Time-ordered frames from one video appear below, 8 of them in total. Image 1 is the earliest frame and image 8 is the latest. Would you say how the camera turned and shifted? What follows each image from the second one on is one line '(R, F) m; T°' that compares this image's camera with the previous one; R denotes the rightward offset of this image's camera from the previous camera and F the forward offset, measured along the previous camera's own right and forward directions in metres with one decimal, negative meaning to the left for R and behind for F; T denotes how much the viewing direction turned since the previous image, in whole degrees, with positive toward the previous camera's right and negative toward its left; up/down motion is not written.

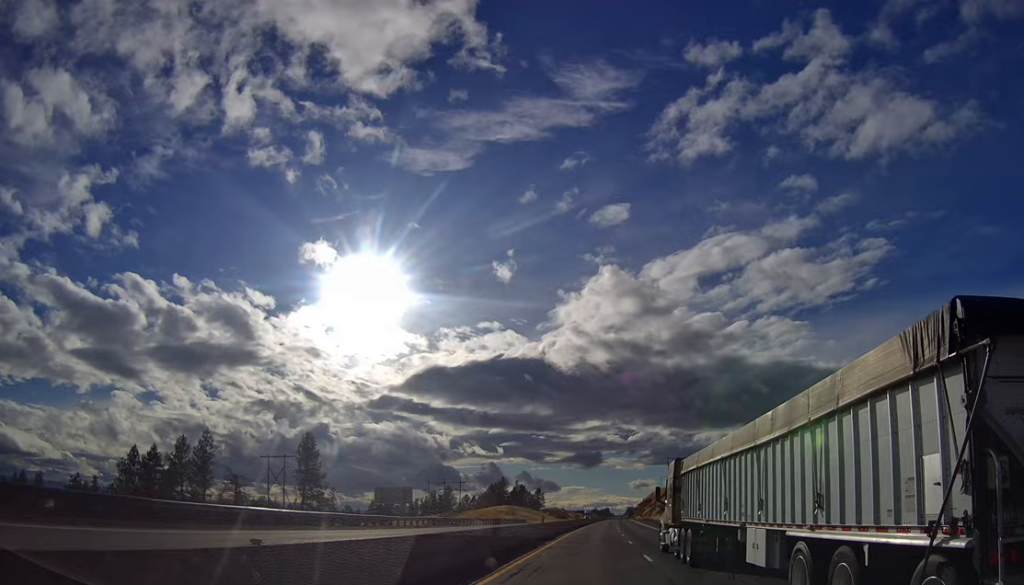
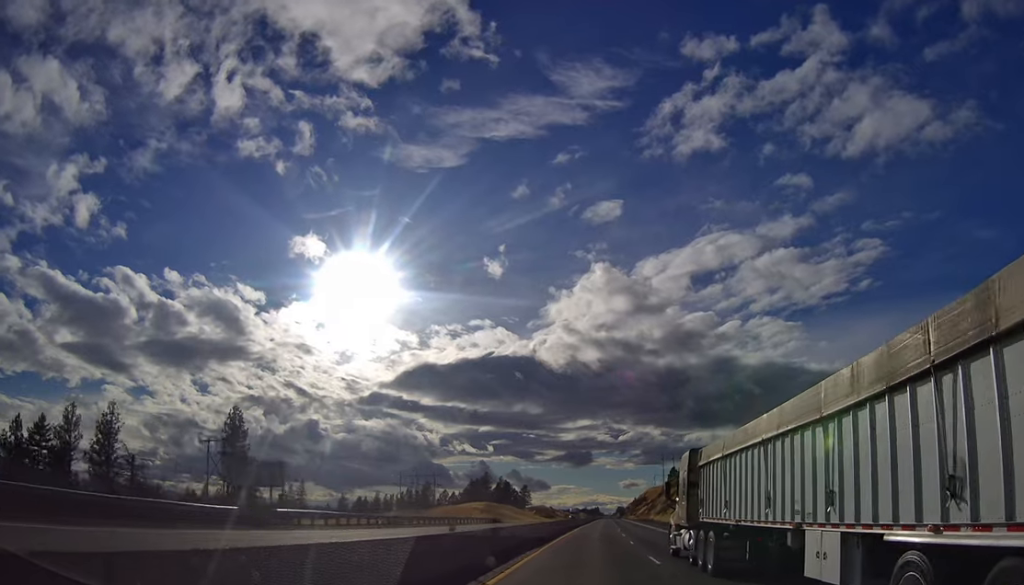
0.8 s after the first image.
(0.0, +25.8) m; +1°
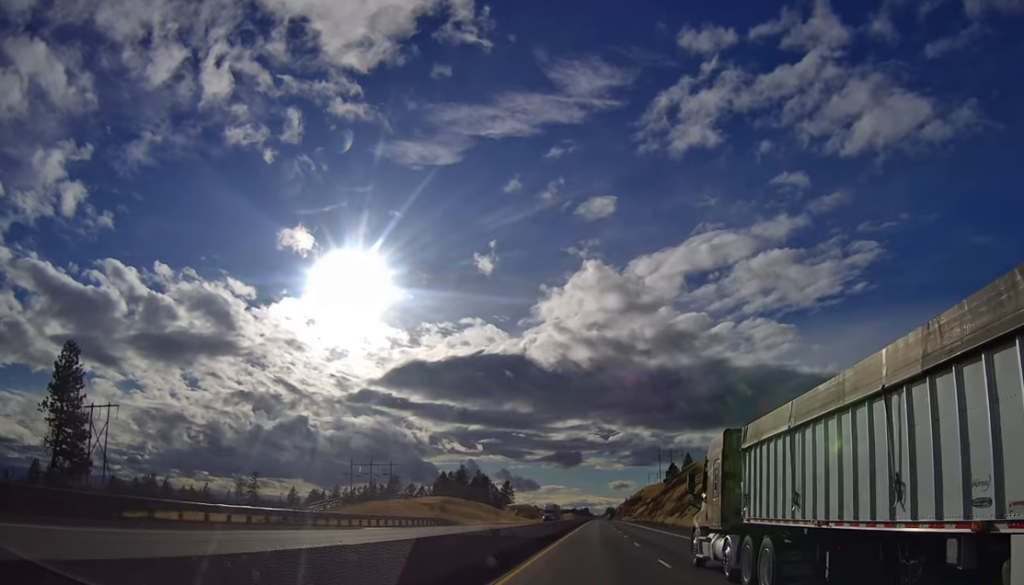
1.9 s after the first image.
(+0.4, +37.9) m; +1°
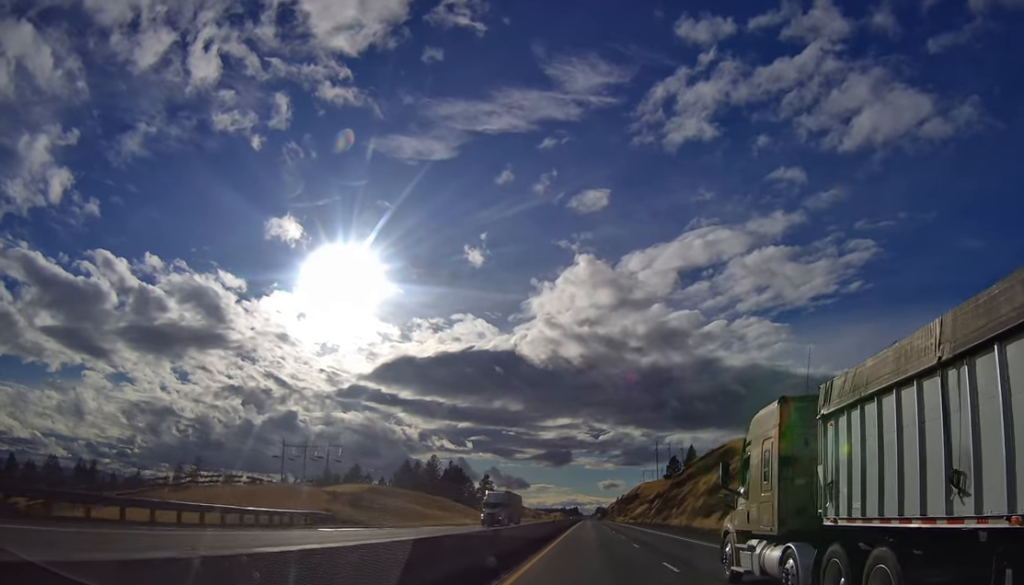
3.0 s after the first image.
(+0.3, +37.9) m; +1°
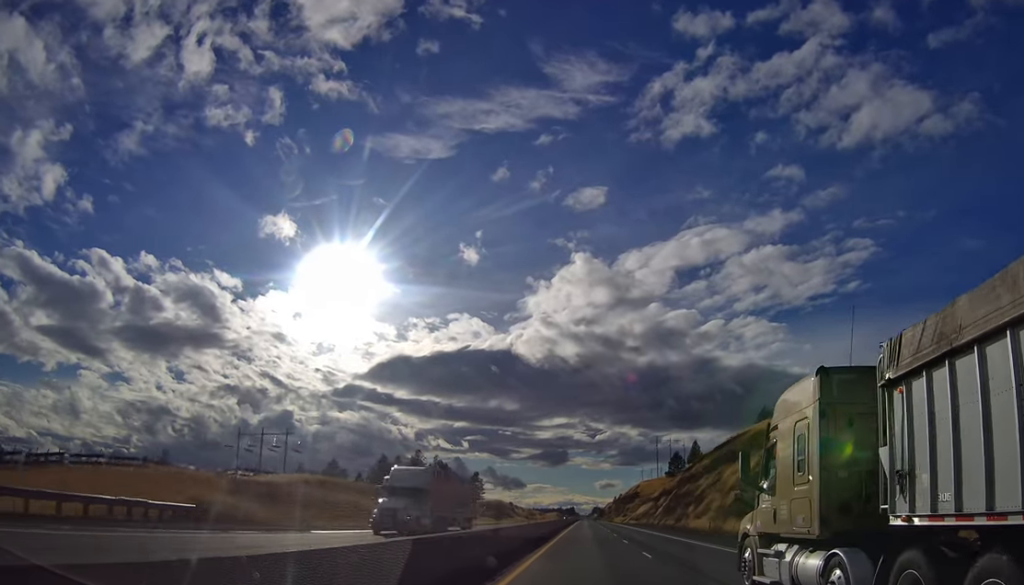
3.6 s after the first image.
(+0.4, +19.0) m; 0°
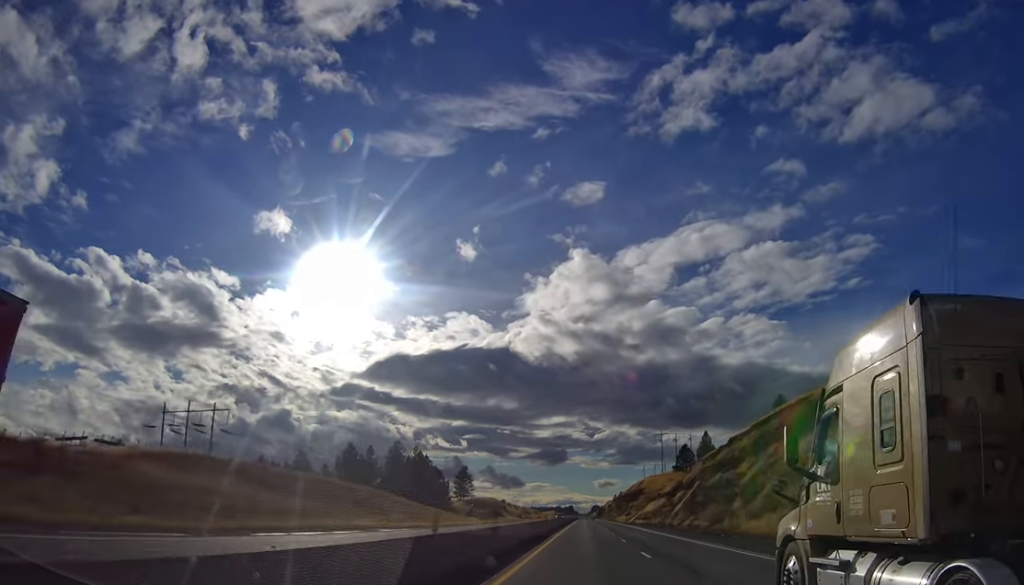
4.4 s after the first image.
(-0.4, +25.6) m; +1°
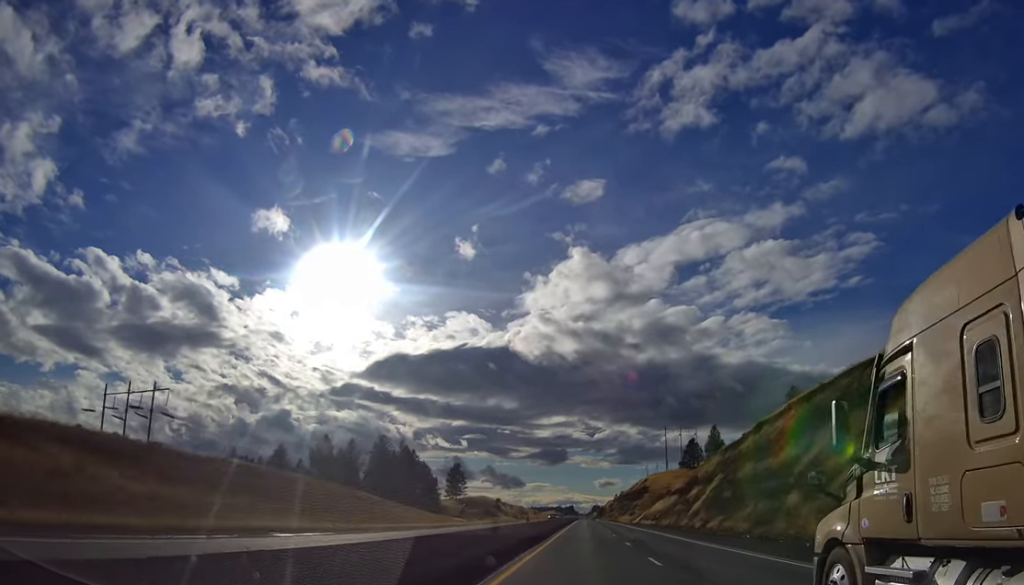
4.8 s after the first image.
(-0.1, +15.5) m; 0°
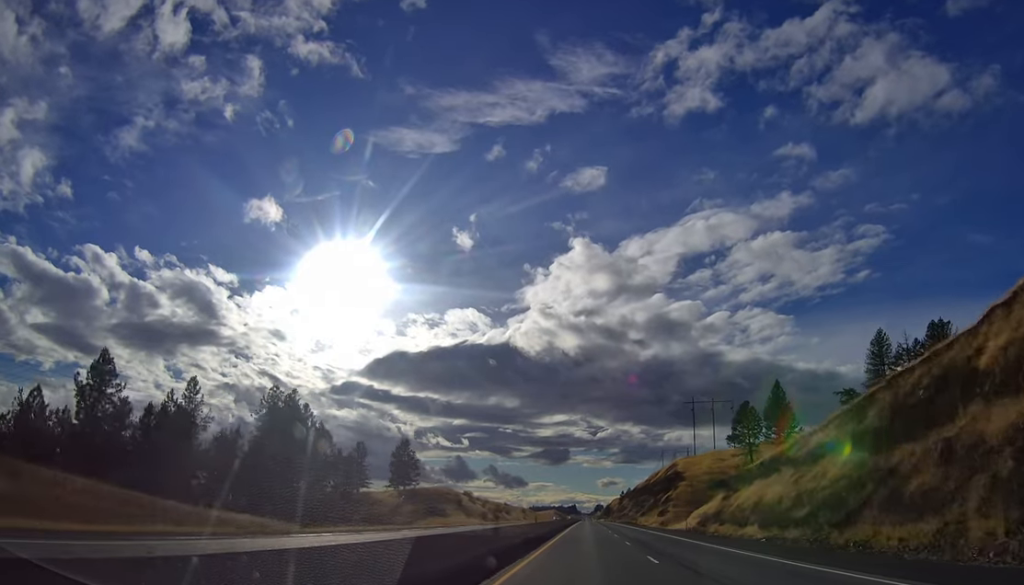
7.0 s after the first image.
(+0.2, +72.8) m; -1°
